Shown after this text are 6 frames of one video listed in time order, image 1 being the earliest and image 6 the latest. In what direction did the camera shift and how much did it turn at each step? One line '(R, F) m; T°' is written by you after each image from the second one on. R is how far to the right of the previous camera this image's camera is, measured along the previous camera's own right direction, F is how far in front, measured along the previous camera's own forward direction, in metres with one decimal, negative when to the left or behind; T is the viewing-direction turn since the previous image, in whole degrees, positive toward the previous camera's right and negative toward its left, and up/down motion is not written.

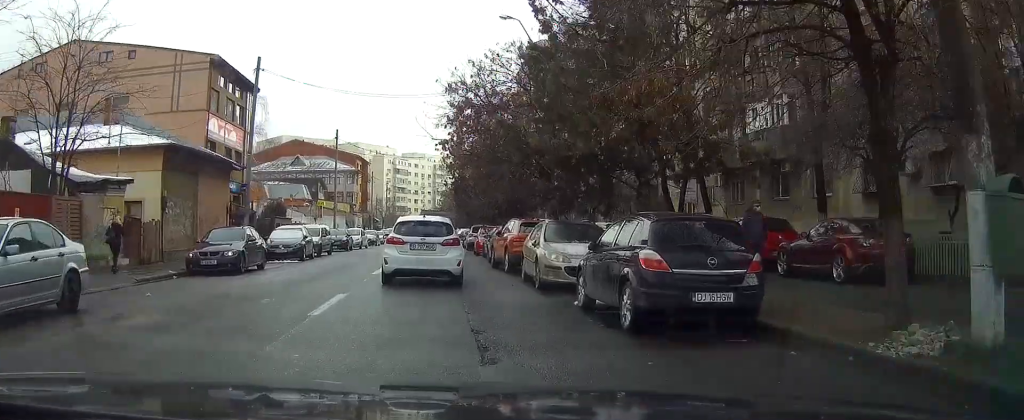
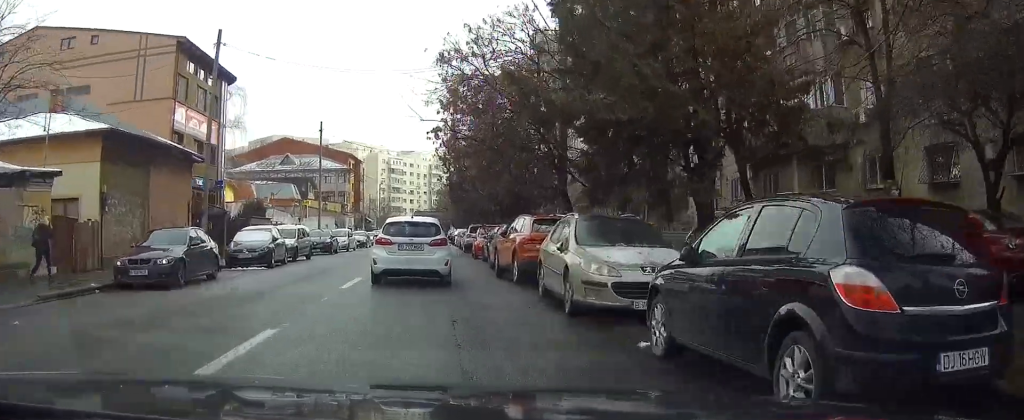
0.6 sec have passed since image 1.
(0.0, +4.6) m; -1°
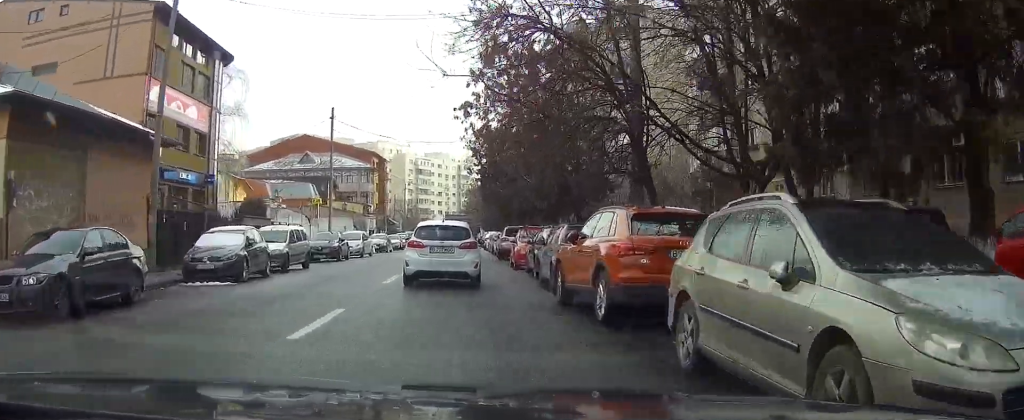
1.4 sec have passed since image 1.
(0.0, +6.7) m; -1°
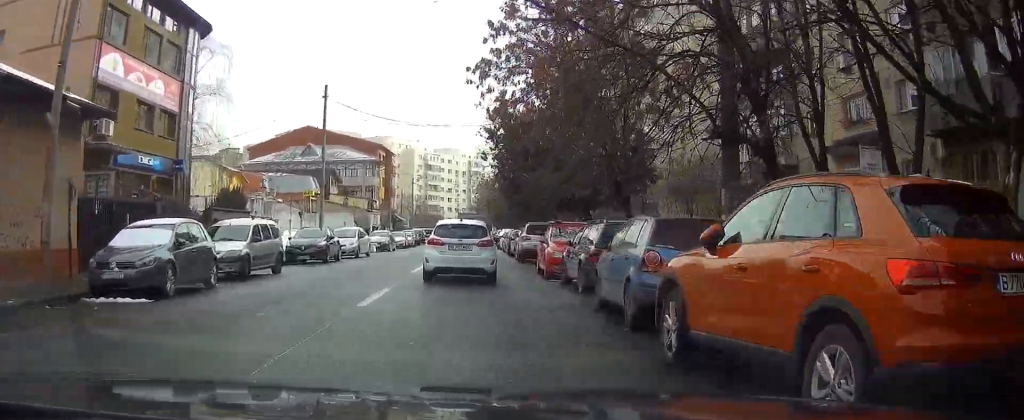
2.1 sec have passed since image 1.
(-0.2, +5.8) m; 0°
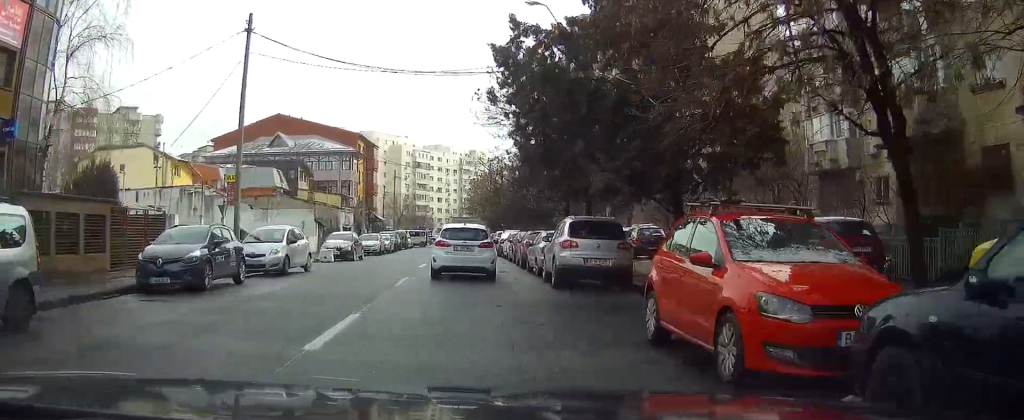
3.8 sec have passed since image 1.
(+0.3, +13.1) m; +1°
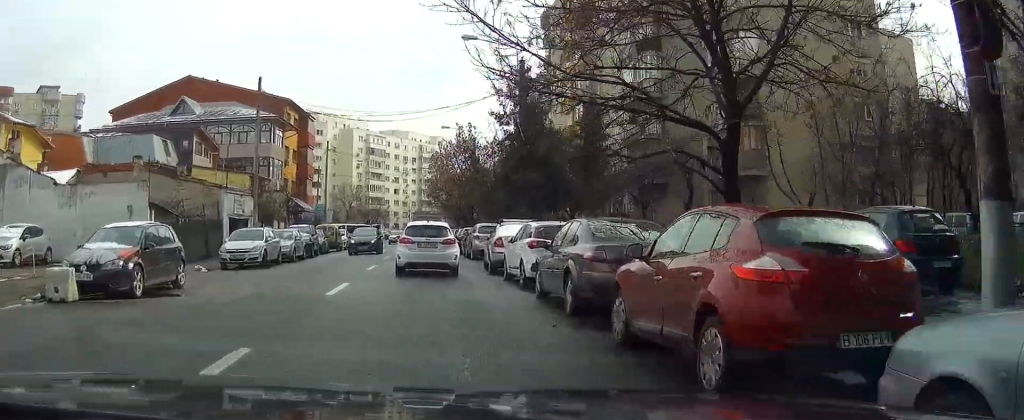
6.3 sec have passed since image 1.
(+0.4, +22.3) m; 0°
